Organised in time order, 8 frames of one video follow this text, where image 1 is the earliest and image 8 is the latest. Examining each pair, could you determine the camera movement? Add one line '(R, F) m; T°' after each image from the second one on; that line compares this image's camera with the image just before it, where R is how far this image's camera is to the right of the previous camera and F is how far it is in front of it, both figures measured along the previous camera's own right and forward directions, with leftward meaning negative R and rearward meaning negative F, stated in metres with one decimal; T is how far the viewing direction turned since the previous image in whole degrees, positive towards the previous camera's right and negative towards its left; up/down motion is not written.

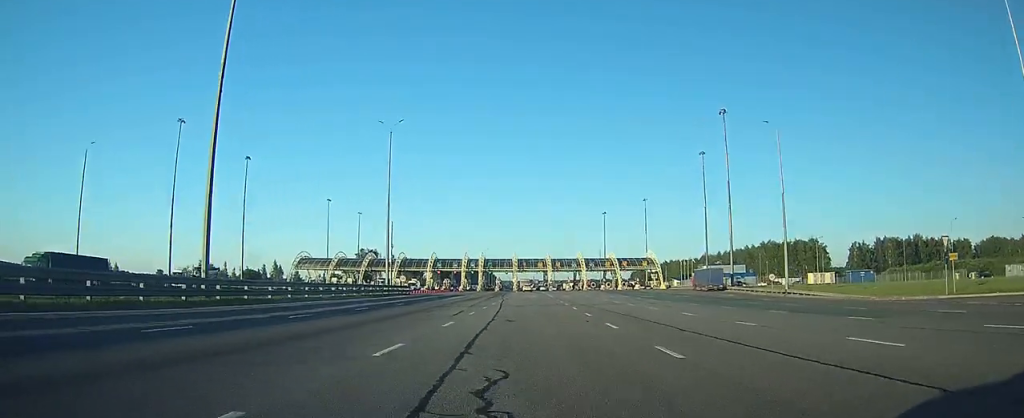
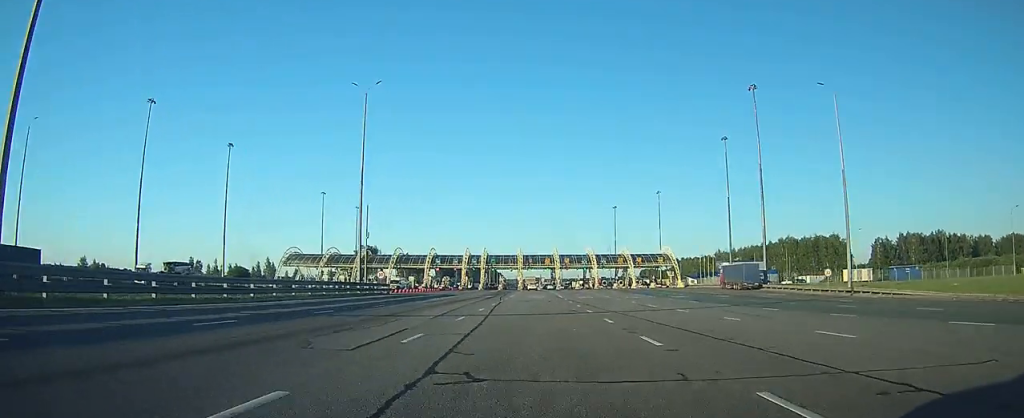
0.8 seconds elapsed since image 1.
(-0.1, +13.9) m; -1°
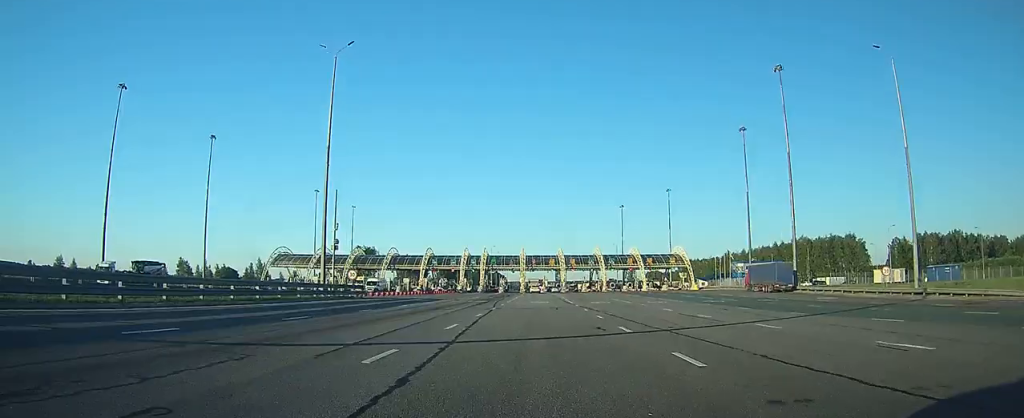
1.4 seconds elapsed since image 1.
(-0.1, +10.8) m; 0°
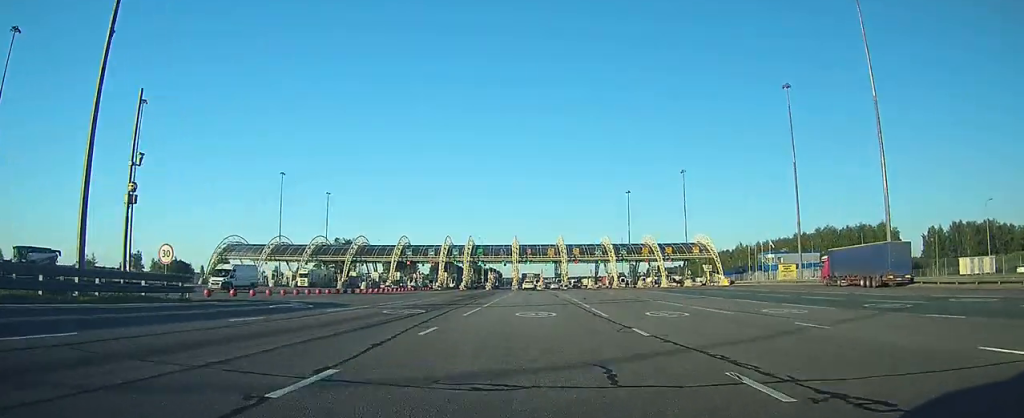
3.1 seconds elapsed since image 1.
(0.0, +27.1) m; 0°
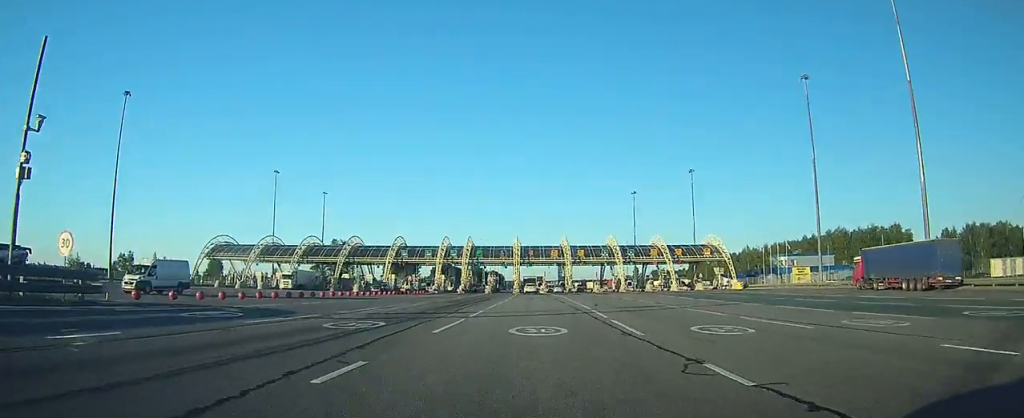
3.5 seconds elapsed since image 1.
(0.0, +7.0) m; 0°
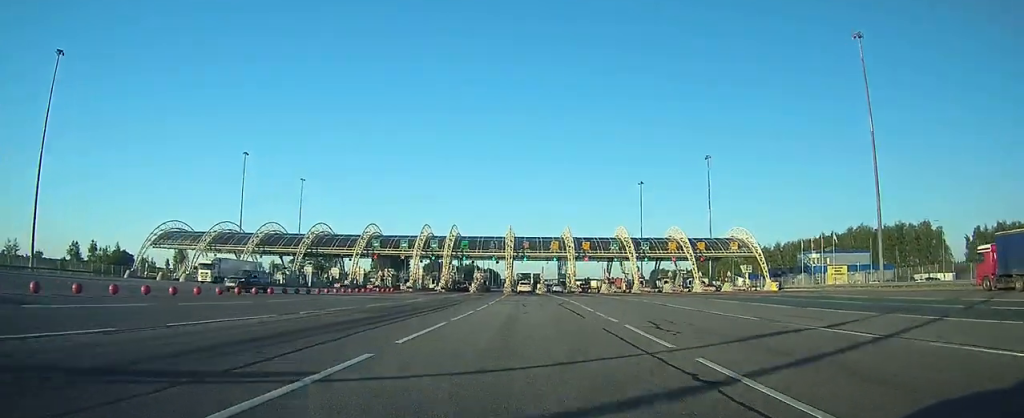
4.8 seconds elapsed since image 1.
(0.0, +20.0) m; 0°
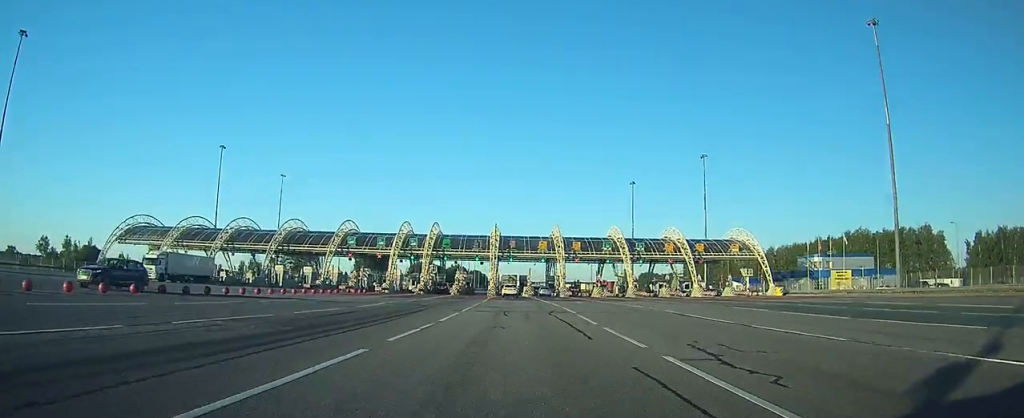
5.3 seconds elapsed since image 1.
(0.0, +7.2) m; +1°
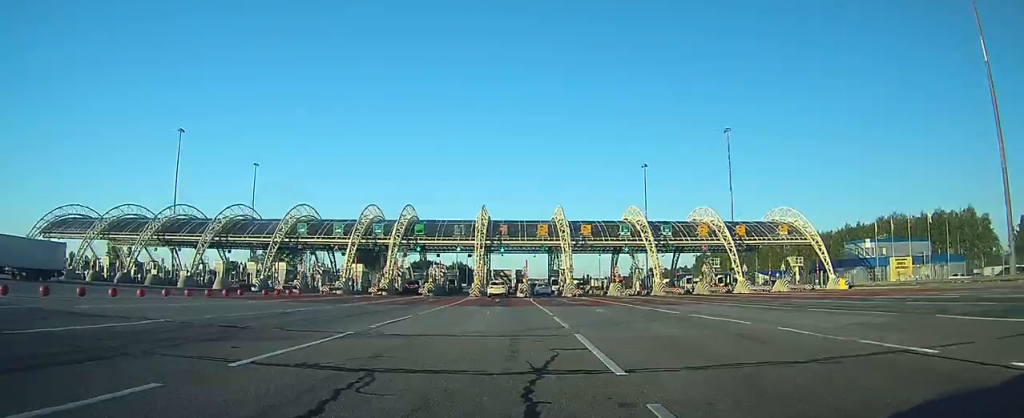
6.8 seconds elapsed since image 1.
(+0.3, +20.4) m; +2°
